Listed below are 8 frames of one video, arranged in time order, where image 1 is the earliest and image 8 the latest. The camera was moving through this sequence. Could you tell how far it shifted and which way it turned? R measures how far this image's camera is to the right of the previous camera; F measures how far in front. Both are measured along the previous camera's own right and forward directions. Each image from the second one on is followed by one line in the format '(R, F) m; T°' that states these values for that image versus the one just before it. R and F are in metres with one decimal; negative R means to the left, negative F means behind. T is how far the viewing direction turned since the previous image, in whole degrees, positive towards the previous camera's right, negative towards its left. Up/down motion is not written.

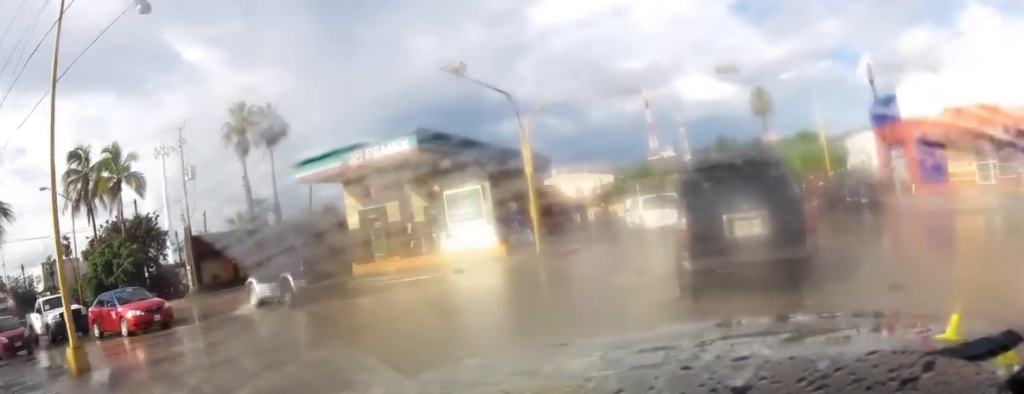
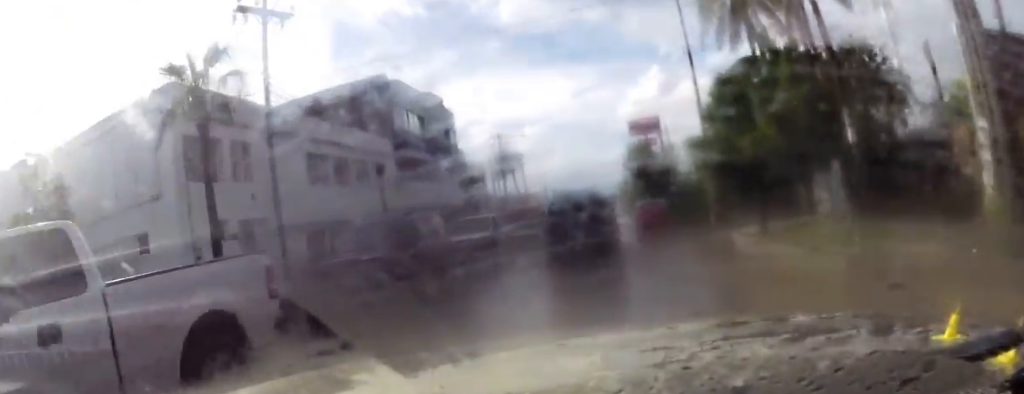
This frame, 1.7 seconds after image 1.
(-10.9, +20.0) m; -45°
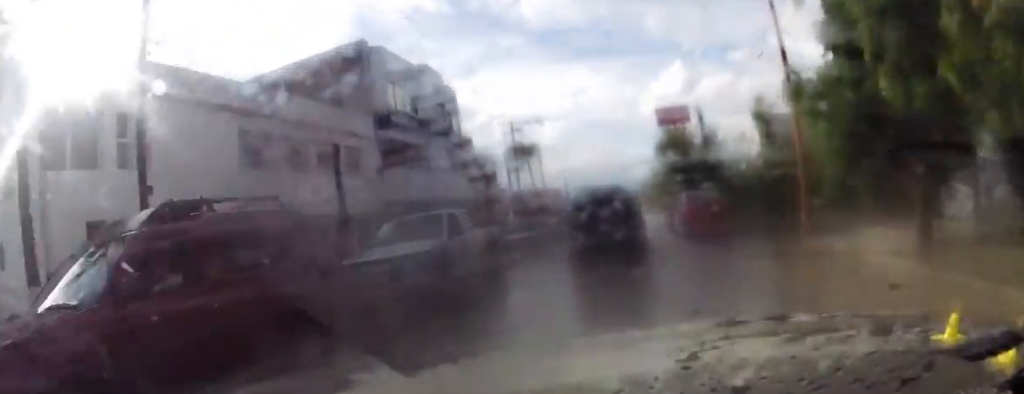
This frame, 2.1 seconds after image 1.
(-0.2, +7.4) m; -1°
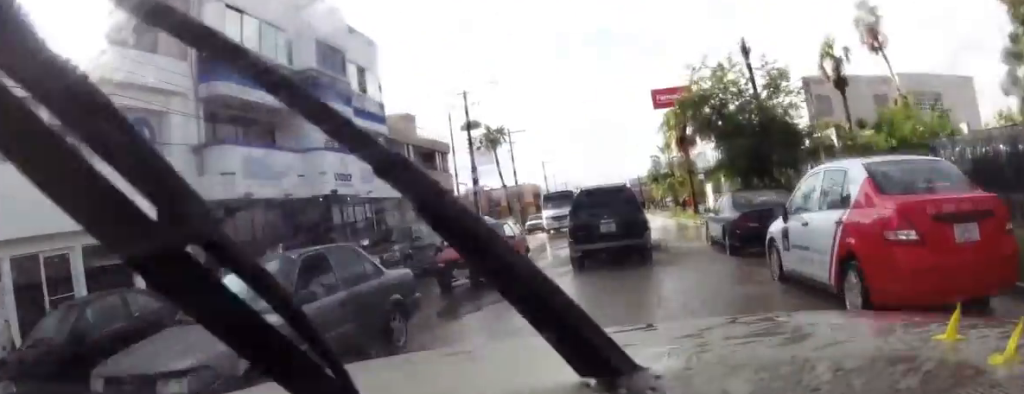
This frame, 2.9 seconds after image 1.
(-0.2, +14.5) m; -1°
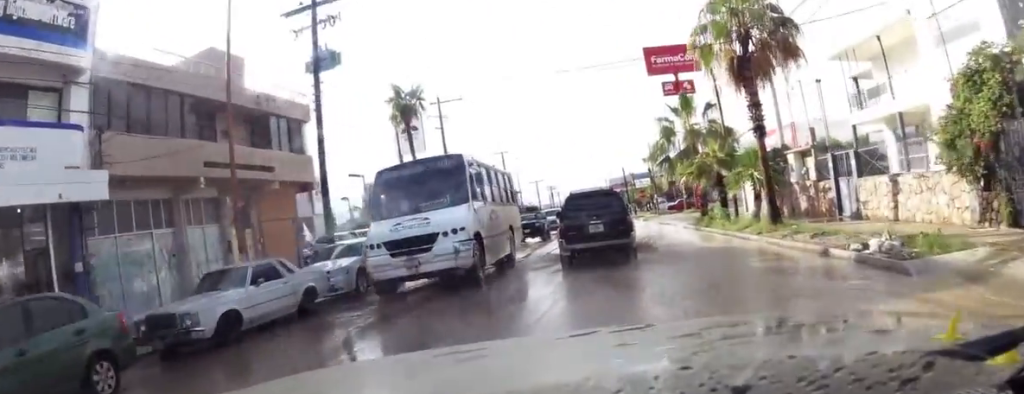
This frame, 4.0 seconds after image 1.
(0.0, +21.4) m; 0°
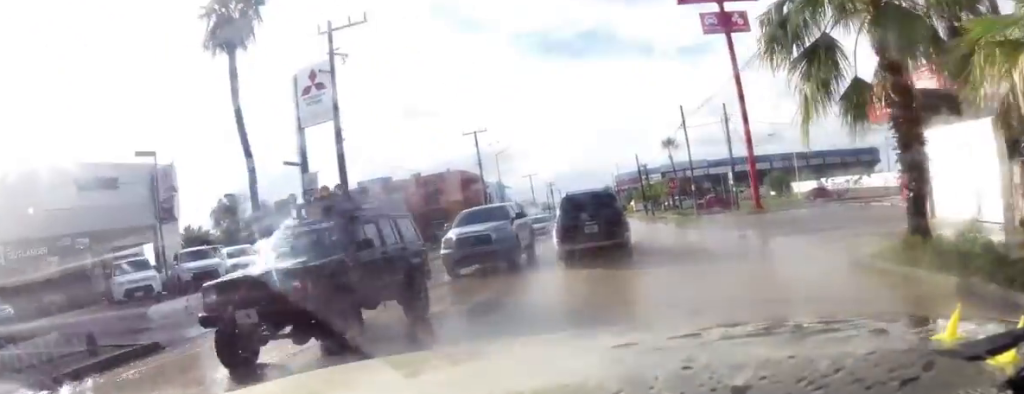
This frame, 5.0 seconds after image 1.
(0.0, +18.8) m; -1°
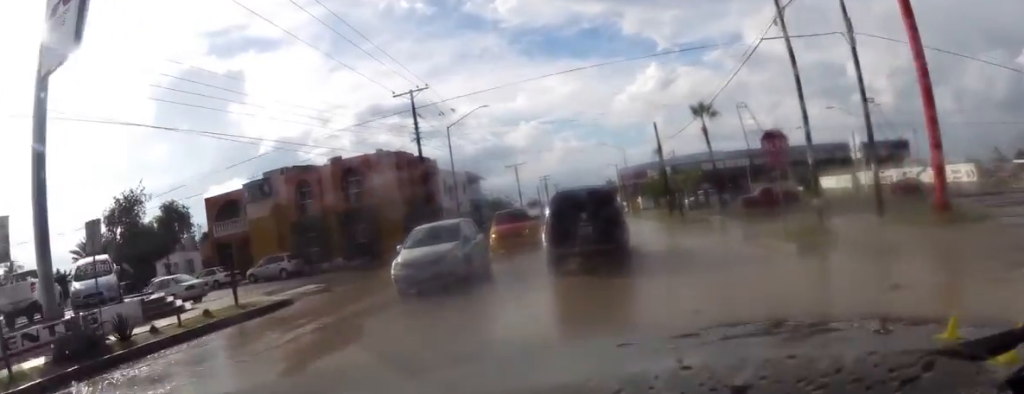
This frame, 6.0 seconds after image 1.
(-0.2, +18.5) m; -2°
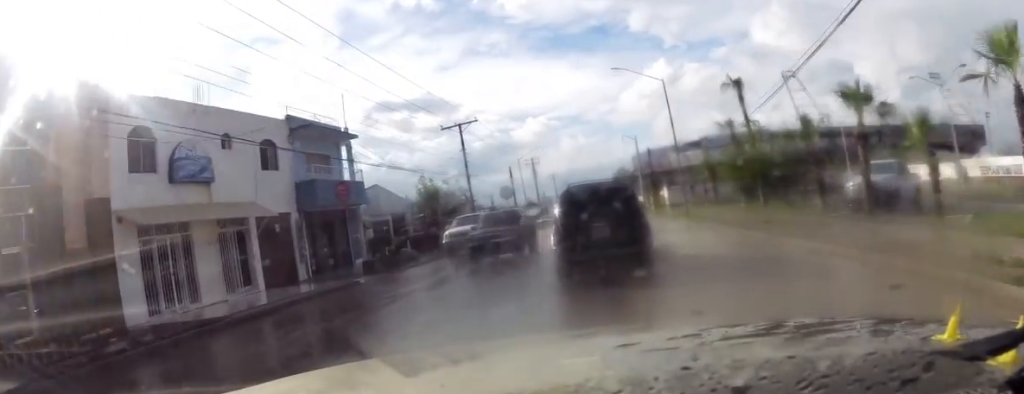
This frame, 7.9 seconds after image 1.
(-0.1, +34.6) m; +4°
